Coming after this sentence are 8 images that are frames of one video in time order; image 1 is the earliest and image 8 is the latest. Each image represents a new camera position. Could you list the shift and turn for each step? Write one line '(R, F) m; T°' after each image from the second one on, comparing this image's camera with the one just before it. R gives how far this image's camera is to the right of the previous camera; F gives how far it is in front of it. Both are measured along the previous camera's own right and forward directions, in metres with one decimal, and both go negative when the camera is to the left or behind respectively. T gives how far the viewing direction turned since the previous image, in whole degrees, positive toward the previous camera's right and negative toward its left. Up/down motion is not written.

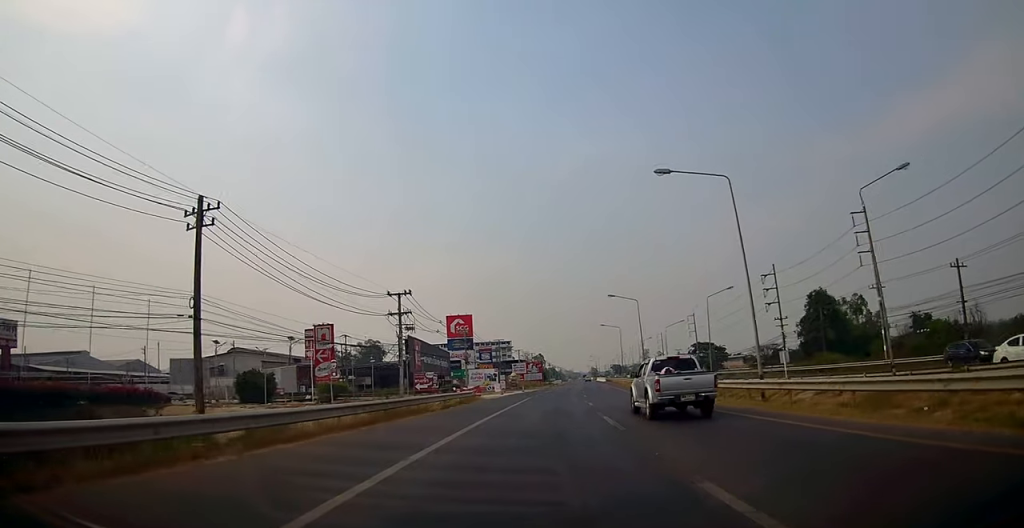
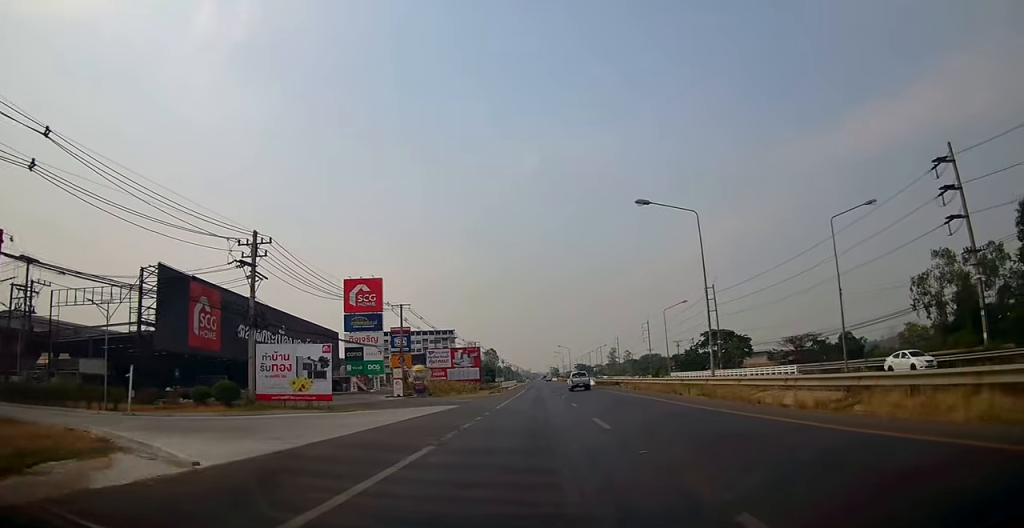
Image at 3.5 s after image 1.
(+2.5, +61.6) m; +2°
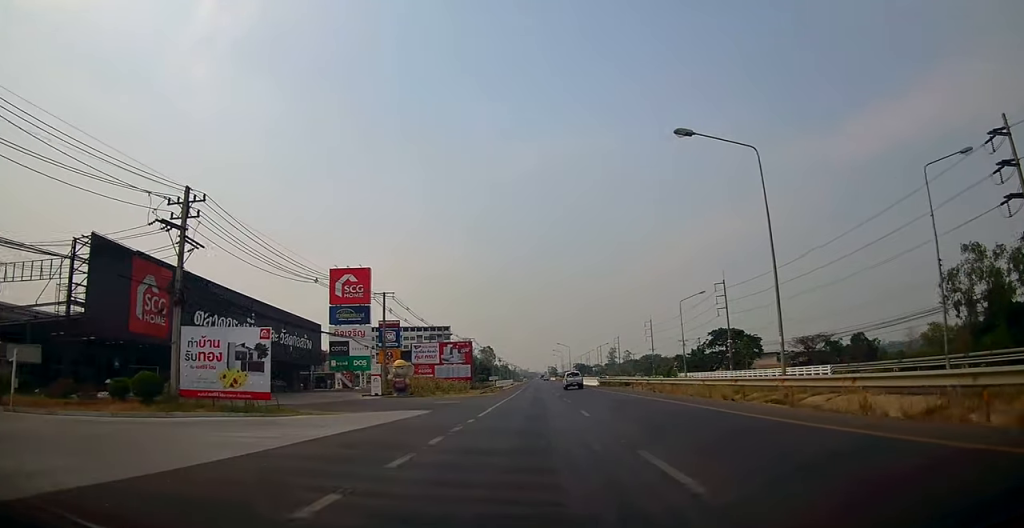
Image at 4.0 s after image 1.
(0.0, +7.8) m; 0°
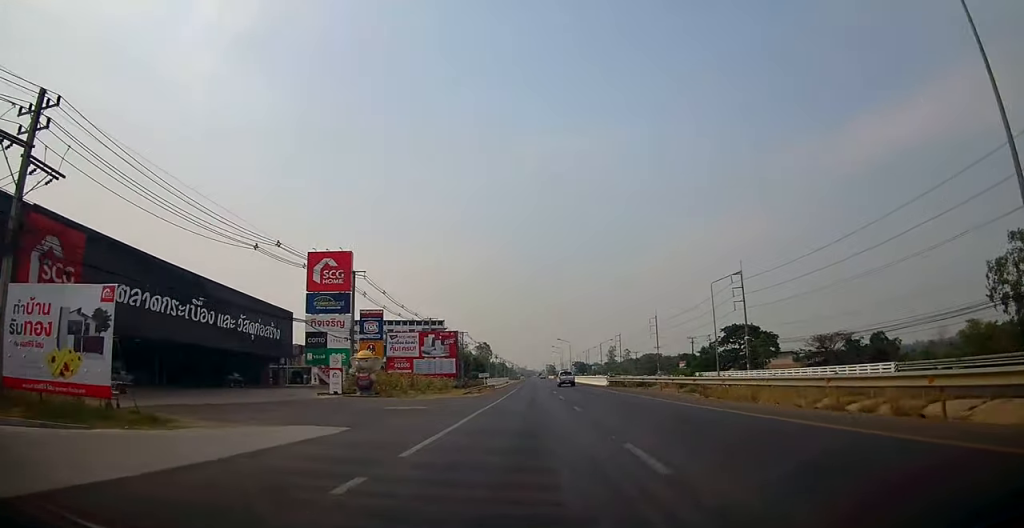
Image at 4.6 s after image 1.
(0.0, +10.7) m; 0°
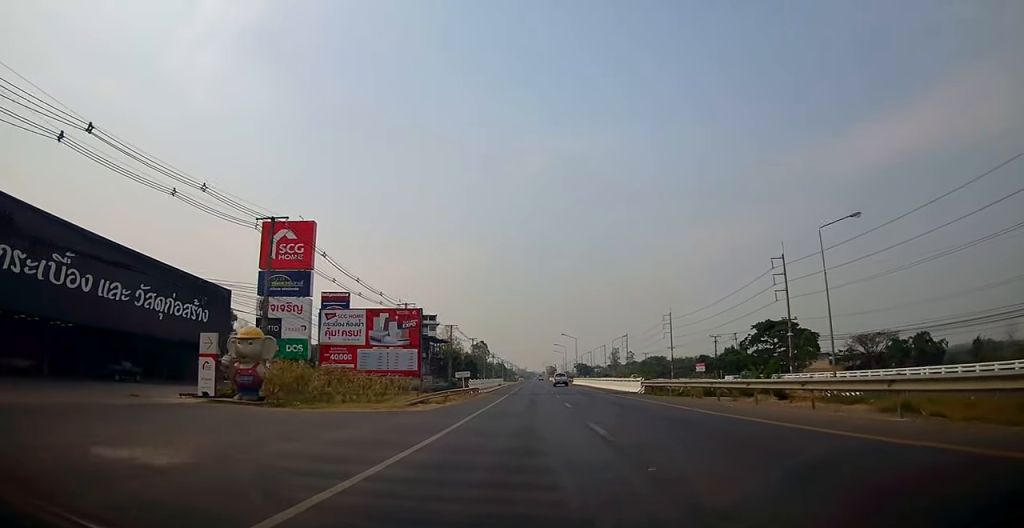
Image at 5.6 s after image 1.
(0.0, +18.5) m; +2°
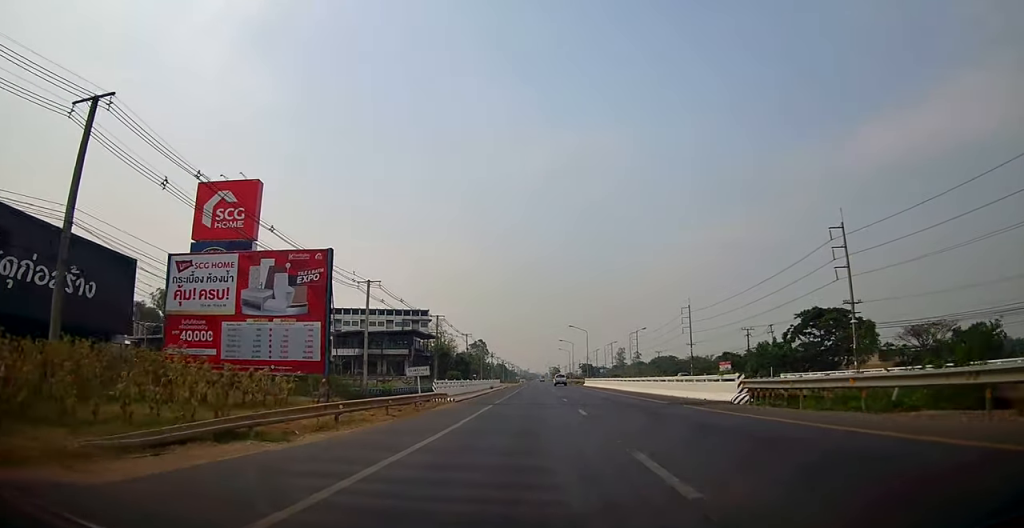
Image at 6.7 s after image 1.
(+0.8, +18.5) m; 0°
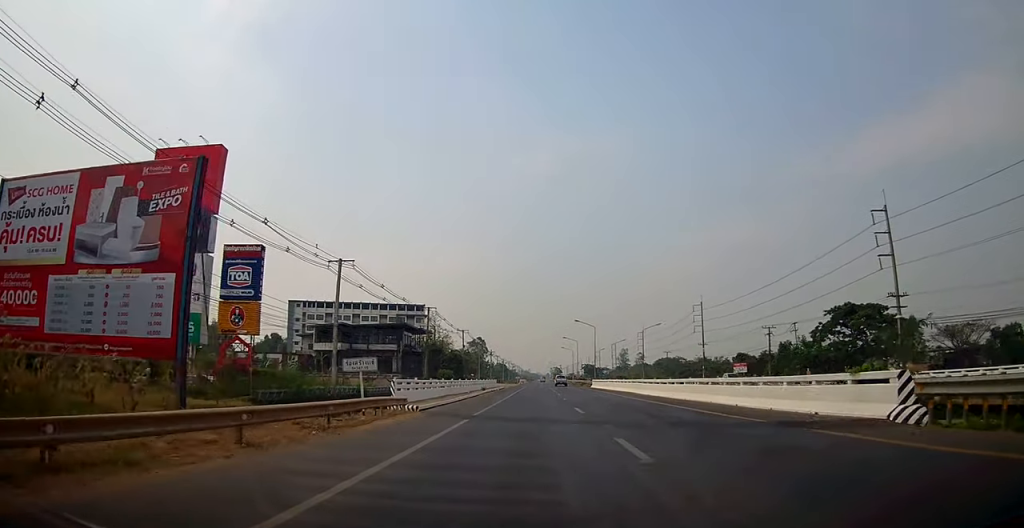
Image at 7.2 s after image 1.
(-0.3, +9.6) m; -1°
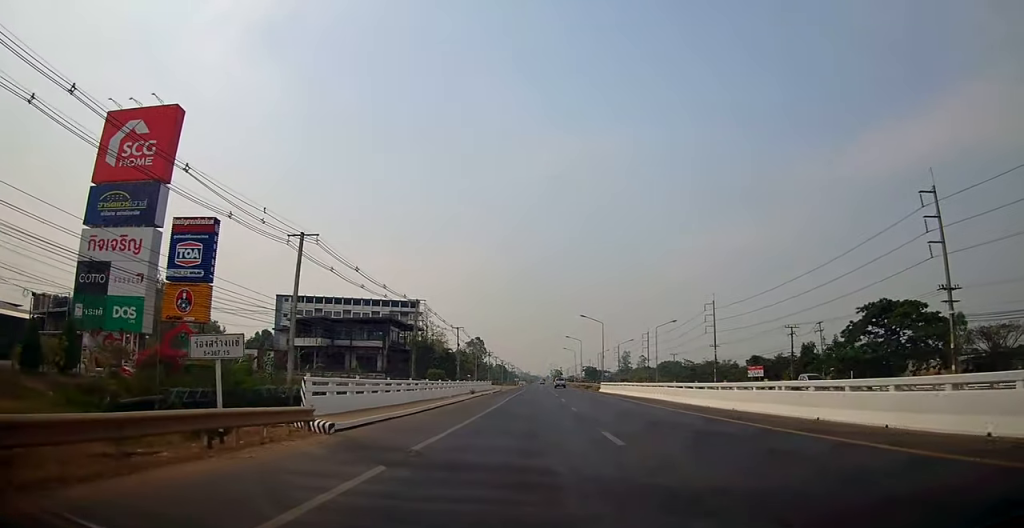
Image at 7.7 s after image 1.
(-0.2, +9.0) m; -1°
